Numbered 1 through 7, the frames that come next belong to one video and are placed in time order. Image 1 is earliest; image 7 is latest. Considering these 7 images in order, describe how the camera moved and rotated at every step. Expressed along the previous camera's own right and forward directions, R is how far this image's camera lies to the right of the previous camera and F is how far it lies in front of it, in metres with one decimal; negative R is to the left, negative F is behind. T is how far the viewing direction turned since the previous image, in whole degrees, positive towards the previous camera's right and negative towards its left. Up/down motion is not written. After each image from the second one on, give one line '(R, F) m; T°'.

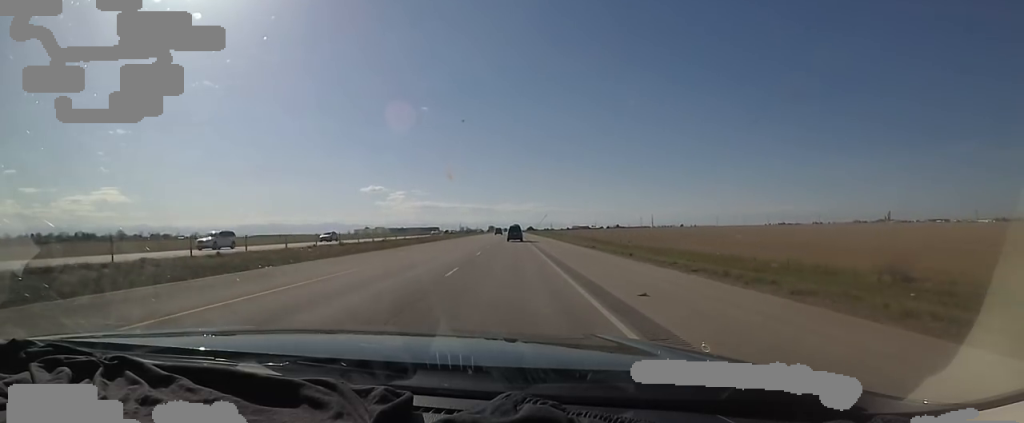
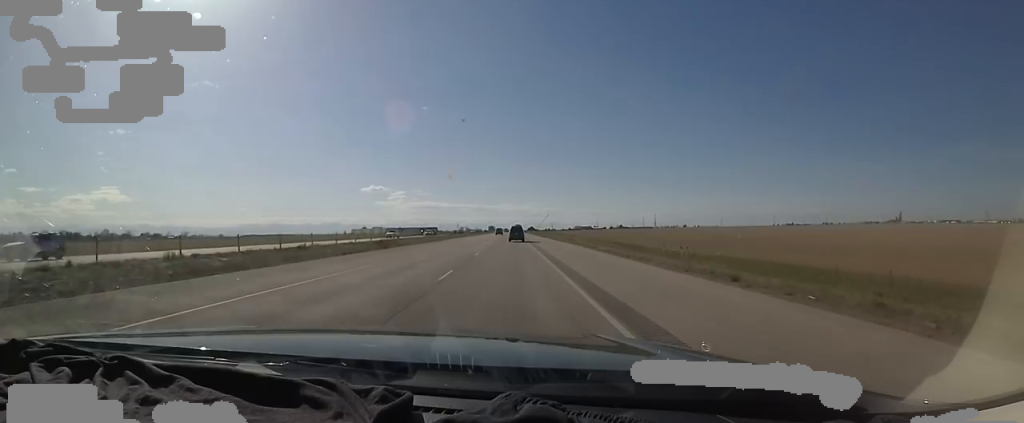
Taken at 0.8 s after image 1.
(+1.2, +25.4) m; 0°
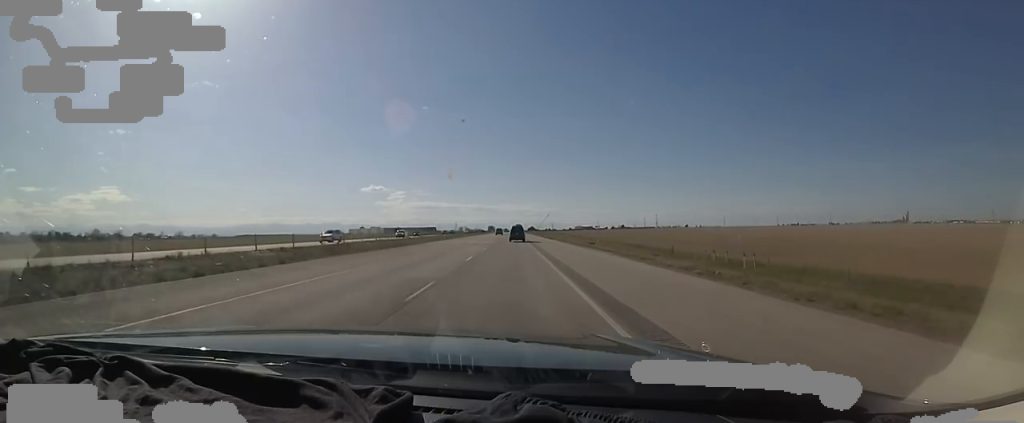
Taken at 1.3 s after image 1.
(+0.3, +15.9) m; -1°
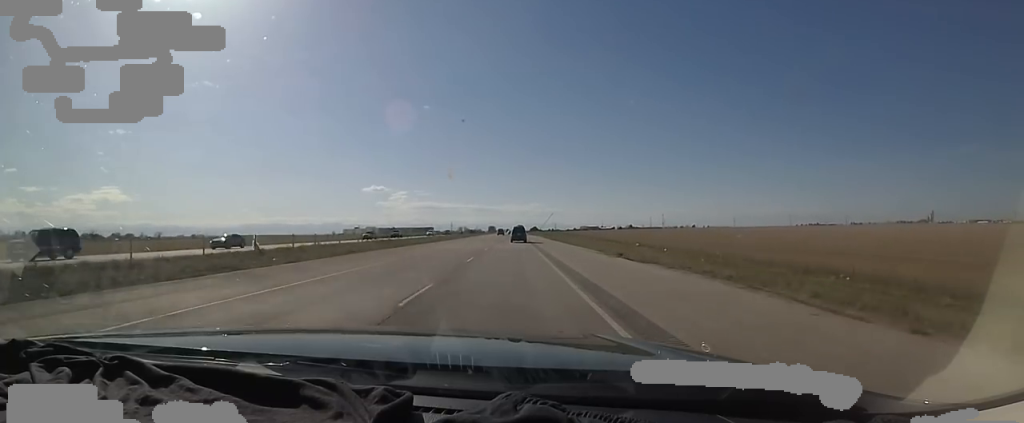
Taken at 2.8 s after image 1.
(-2.5, +49.1) m; 0°
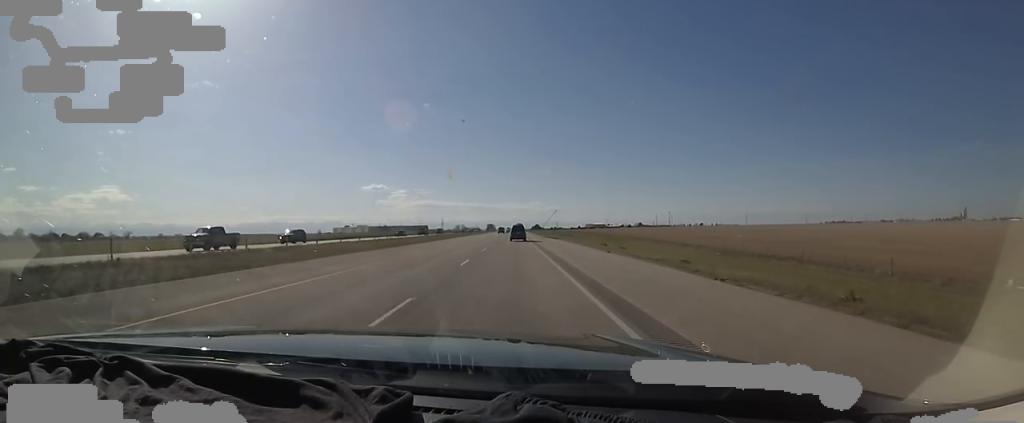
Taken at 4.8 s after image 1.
(+1.3, +62.2) m; 0°
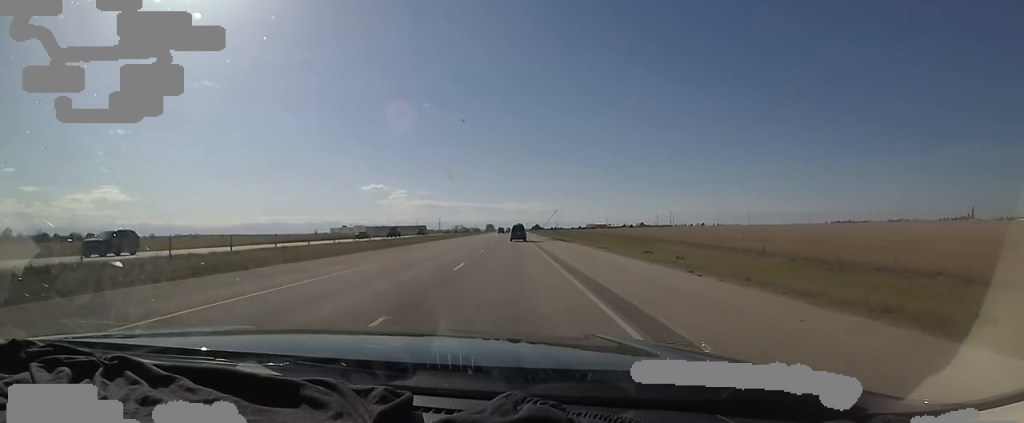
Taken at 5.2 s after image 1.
(-0.5, +14.0) m; 0°
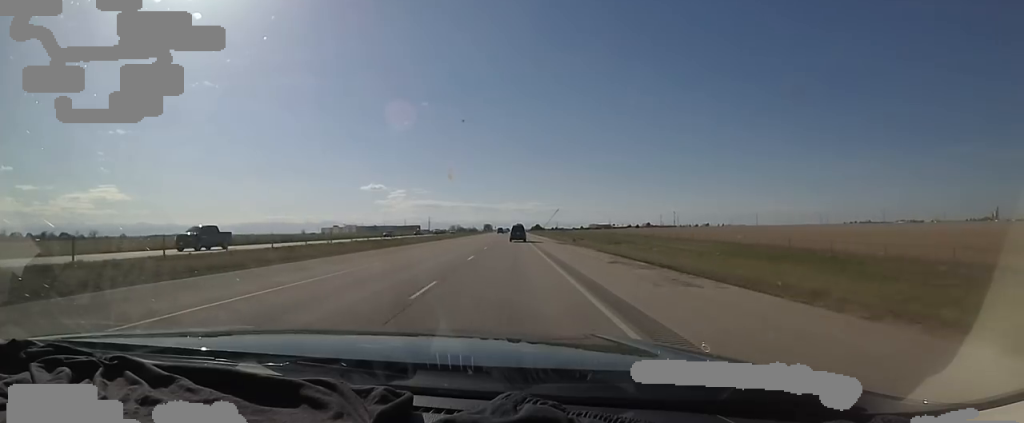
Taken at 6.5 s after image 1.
(+1.1, +42.9) m; 0°
